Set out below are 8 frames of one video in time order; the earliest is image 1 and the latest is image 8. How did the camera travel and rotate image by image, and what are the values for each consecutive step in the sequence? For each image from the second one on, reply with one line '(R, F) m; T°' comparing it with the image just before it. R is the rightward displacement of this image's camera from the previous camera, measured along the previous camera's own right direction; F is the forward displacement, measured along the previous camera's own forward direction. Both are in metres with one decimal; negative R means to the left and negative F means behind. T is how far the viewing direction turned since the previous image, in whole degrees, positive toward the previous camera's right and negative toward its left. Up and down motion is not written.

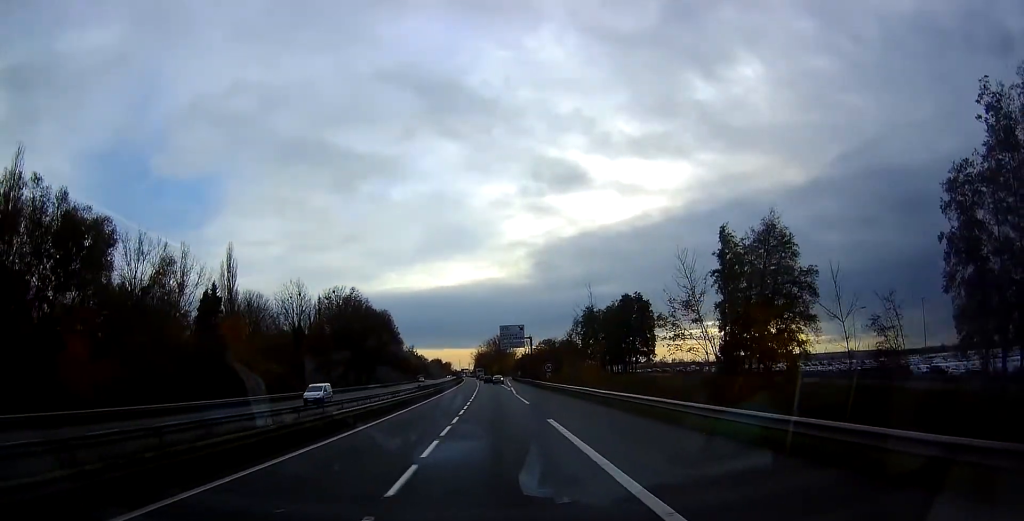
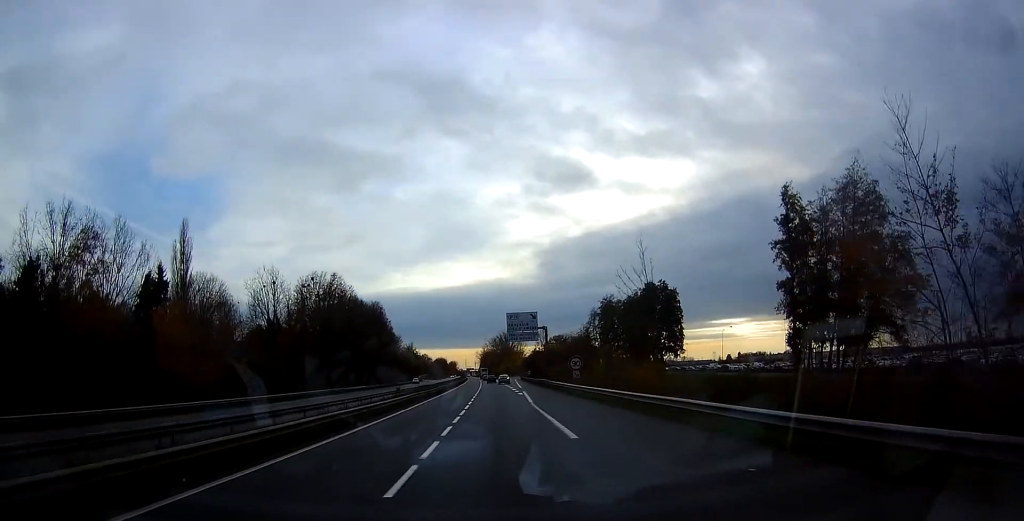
(+0.1, +19.6) m; 0°
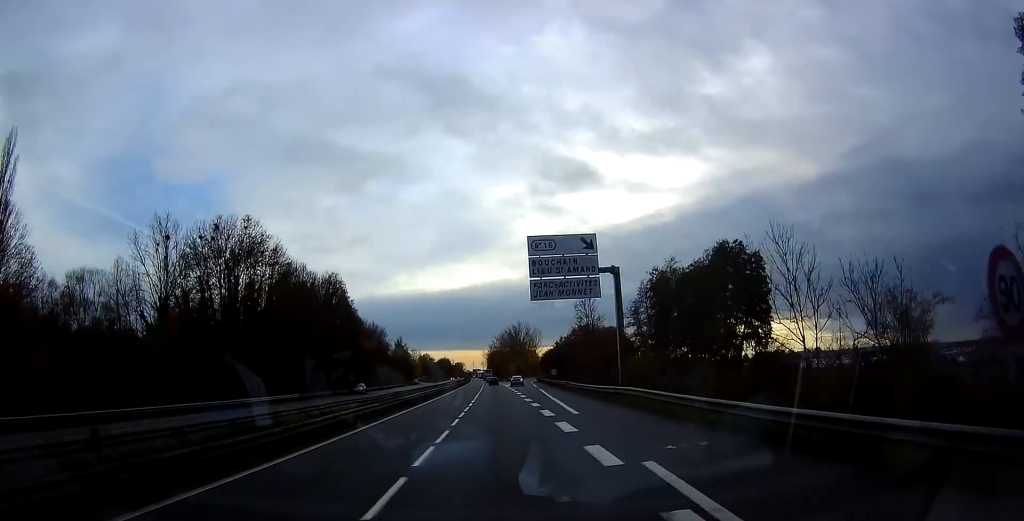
(-0.4, +43.5) m; -1°
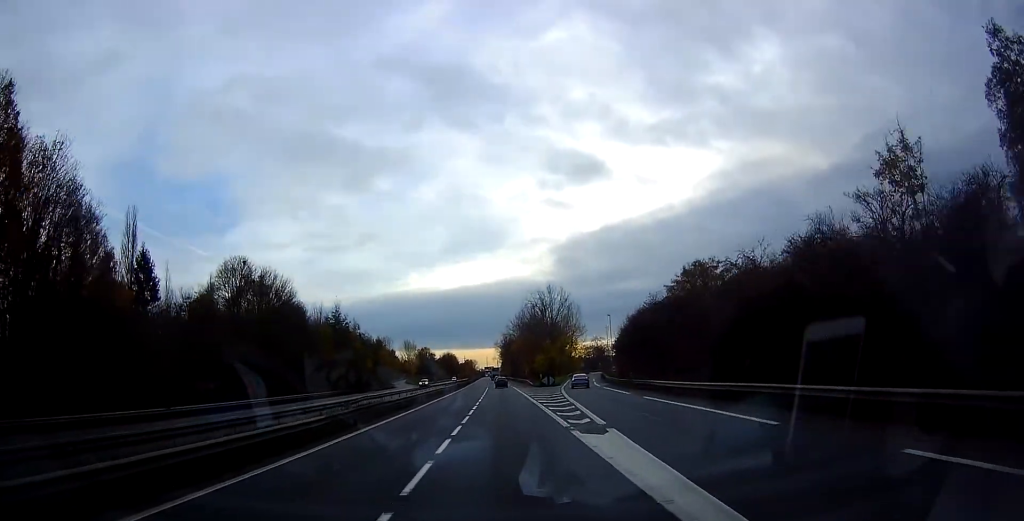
(-2.0, +87.1) m; -2°
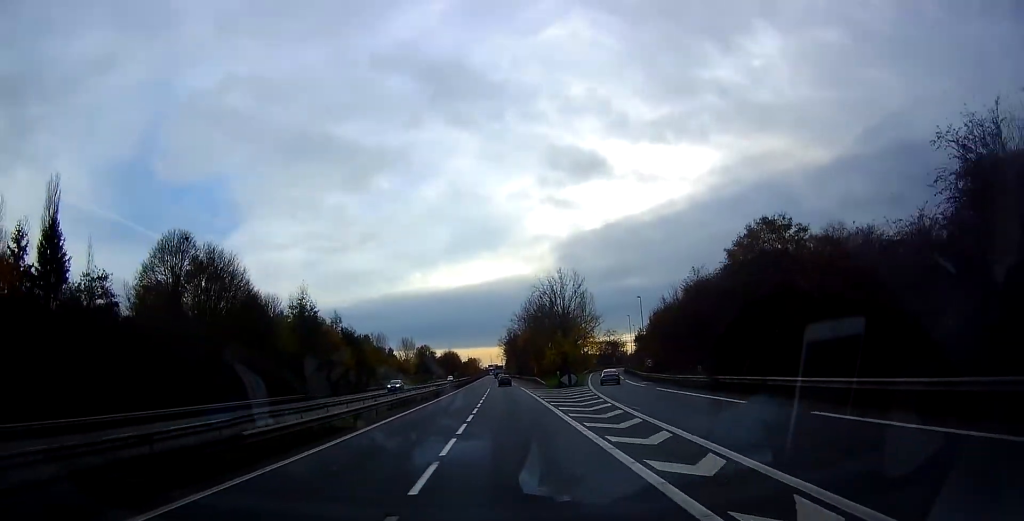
(+0.1, +19.3) m; 0°
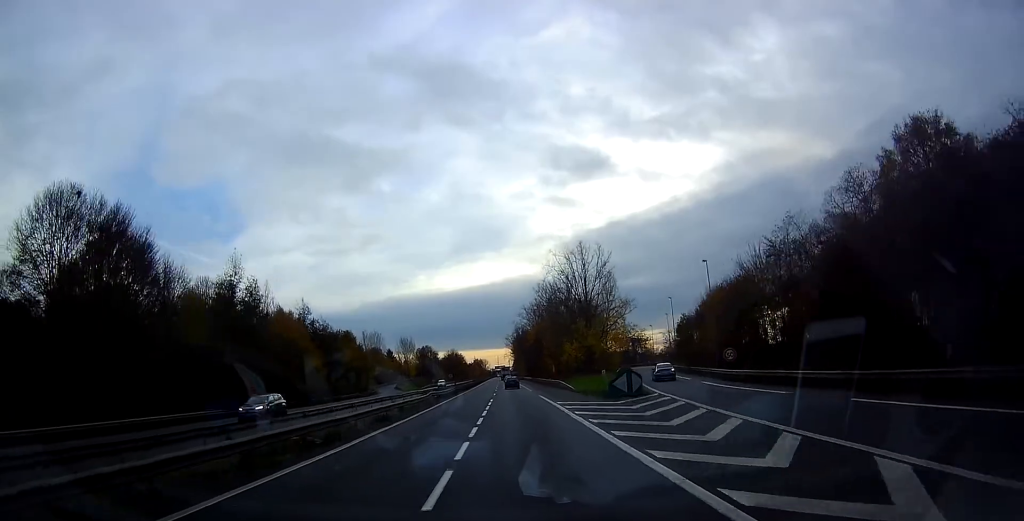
(-0.2, +23.5) m; 0°
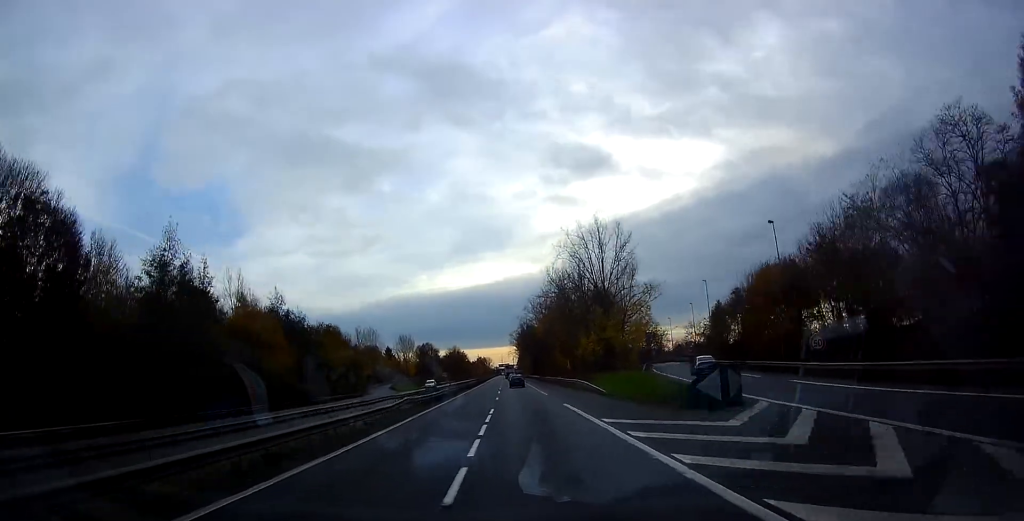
(0.0, +13.8) m; 0°
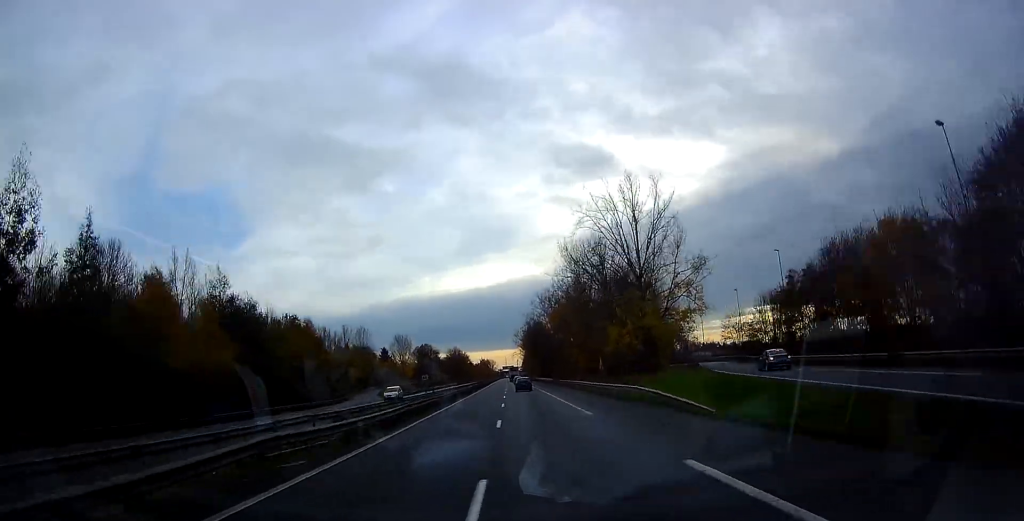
(0.0, +19.5) m; 0°
